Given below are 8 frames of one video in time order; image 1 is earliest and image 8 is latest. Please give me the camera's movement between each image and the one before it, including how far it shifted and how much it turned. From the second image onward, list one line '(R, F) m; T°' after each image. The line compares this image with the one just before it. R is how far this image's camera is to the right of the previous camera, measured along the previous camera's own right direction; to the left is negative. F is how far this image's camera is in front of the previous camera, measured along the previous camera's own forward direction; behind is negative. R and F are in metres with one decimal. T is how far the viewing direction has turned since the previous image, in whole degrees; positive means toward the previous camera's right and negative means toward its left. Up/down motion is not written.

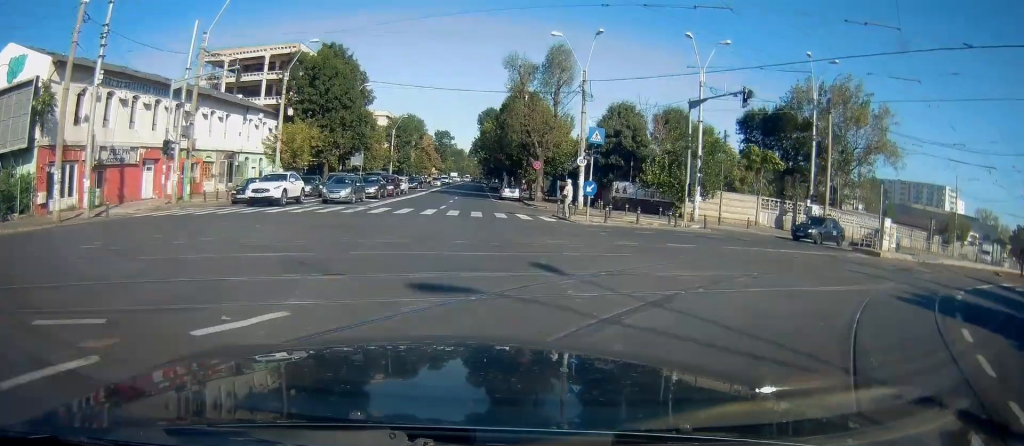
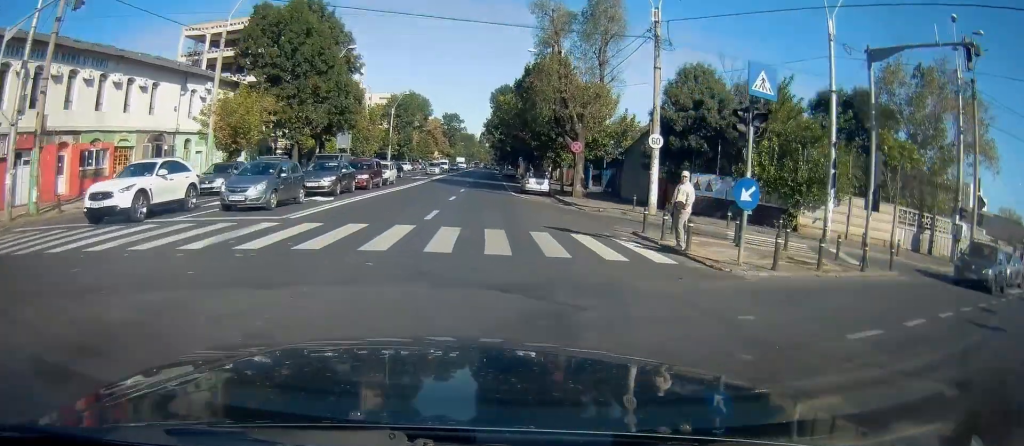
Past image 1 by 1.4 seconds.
(-0.6, +13.2) m; -3°
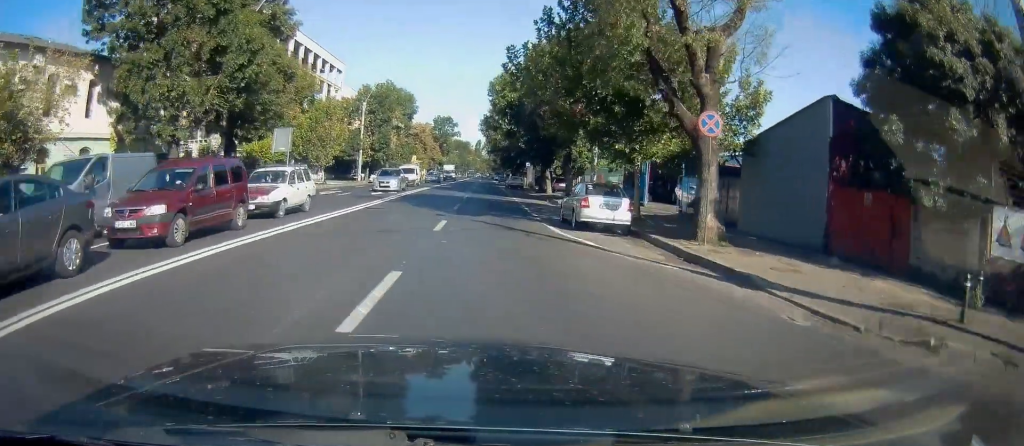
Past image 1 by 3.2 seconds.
(0.0, +18.3) m; +1°
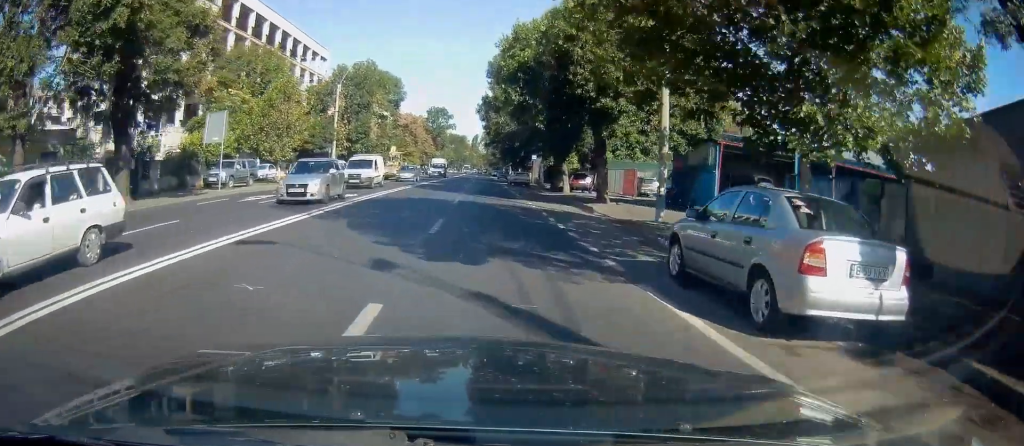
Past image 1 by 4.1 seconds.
(+0.2, +10.7) m; +1°
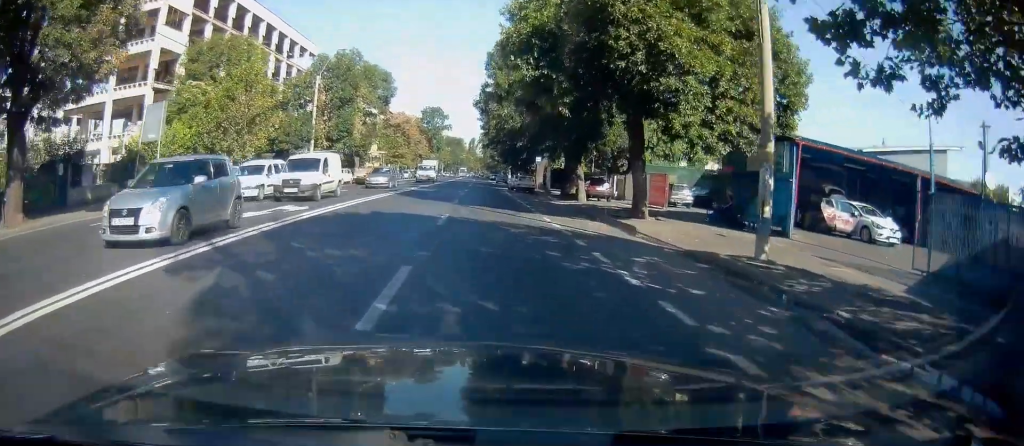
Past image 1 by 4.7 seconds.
(+0.1, +6.8) m; 0°
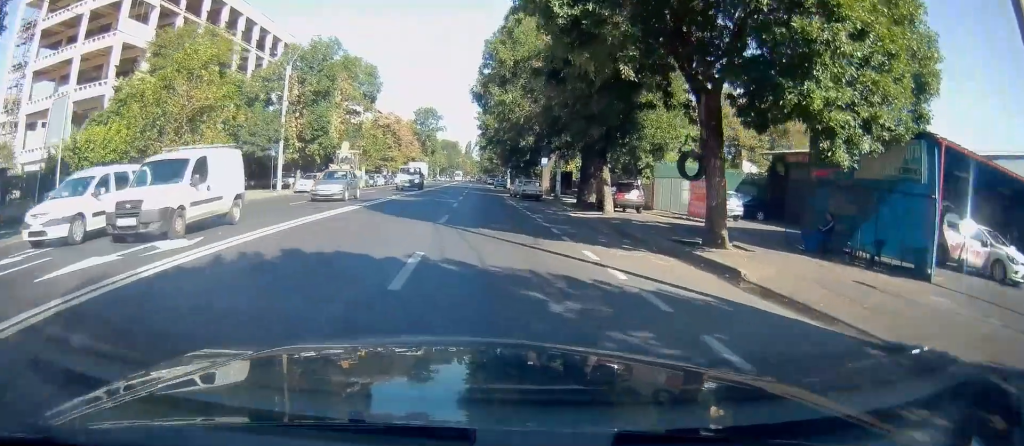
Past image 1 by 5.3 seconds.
(0.0, +7.3) m; +1°
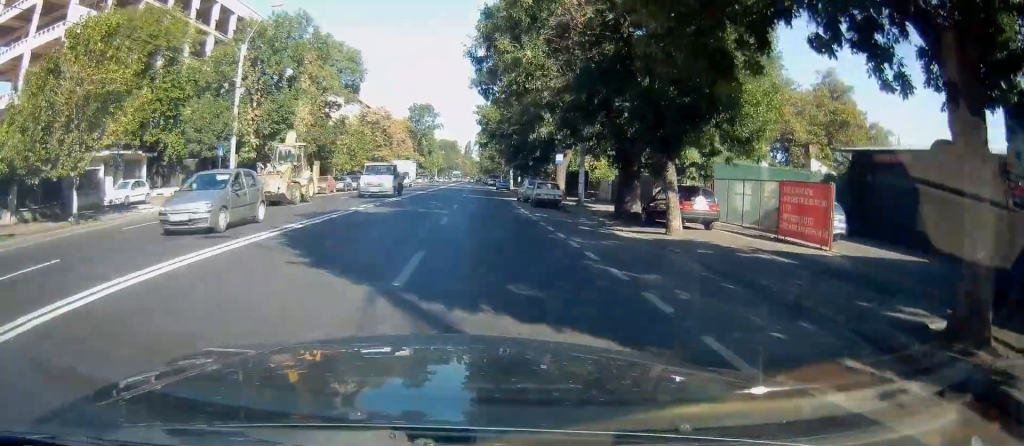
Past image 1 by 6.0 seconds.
(-0.3, +8.7) m; +2°
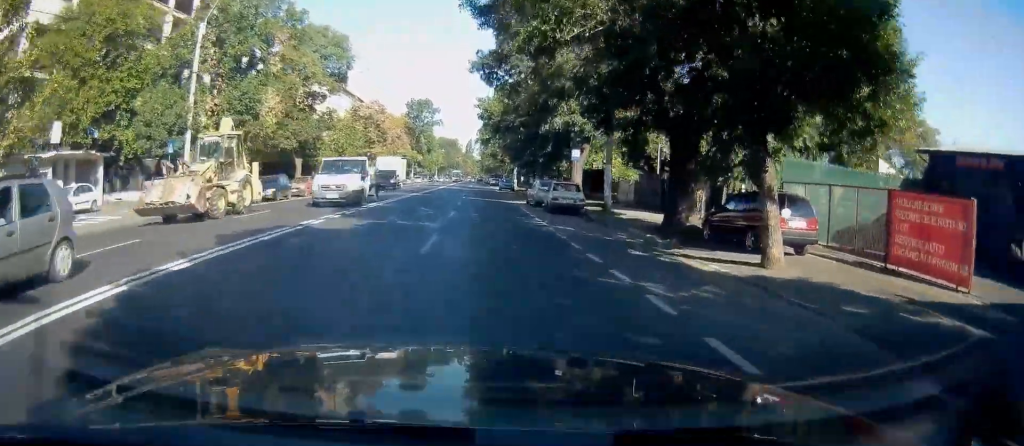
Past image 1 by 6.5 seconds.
(+0.4, +6.0) m; +1°
